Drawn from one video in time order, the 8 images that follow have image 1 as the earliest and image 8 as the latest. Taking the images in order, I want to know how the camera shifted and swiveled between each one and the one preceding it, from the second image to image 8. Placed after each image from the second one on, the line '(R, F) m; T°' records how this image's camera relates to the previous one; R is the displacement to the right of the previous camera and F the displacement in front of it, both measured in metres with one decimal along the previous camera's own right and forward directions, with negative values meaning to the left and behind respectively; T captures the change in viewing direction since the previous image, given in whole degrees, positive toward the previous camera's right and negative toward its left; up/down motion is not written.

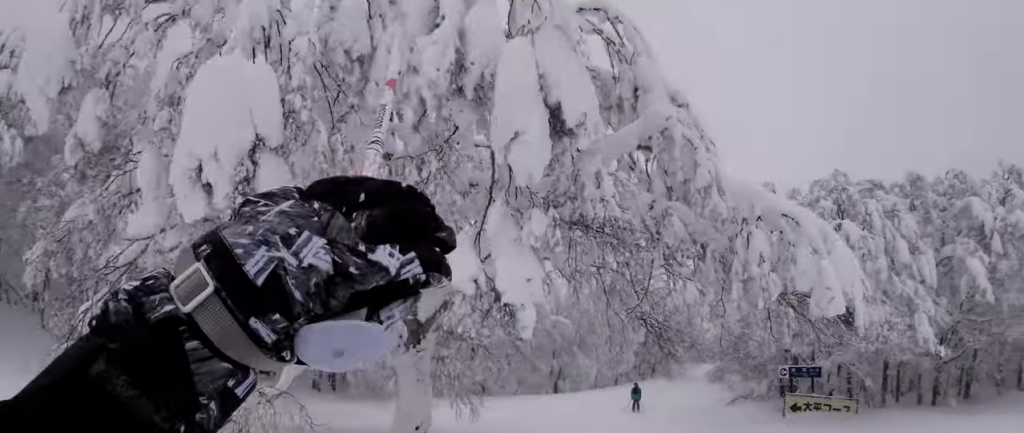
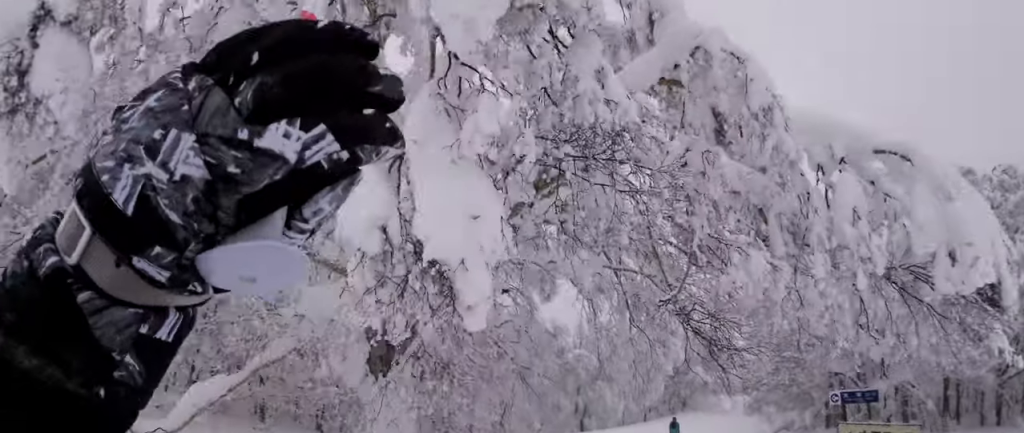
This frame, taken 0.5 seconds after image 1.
(-0.2, +2.5) m; -4°
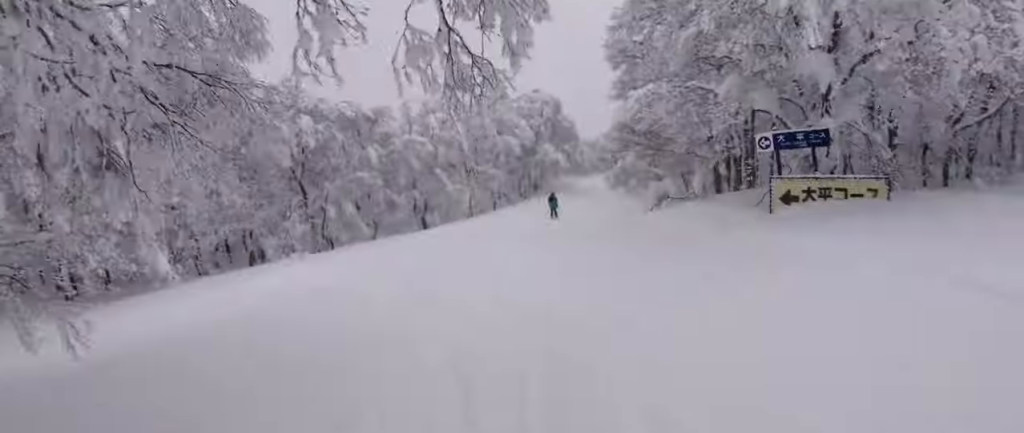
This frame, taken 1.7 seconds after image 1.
(-1.1, +6.8) m; 0°
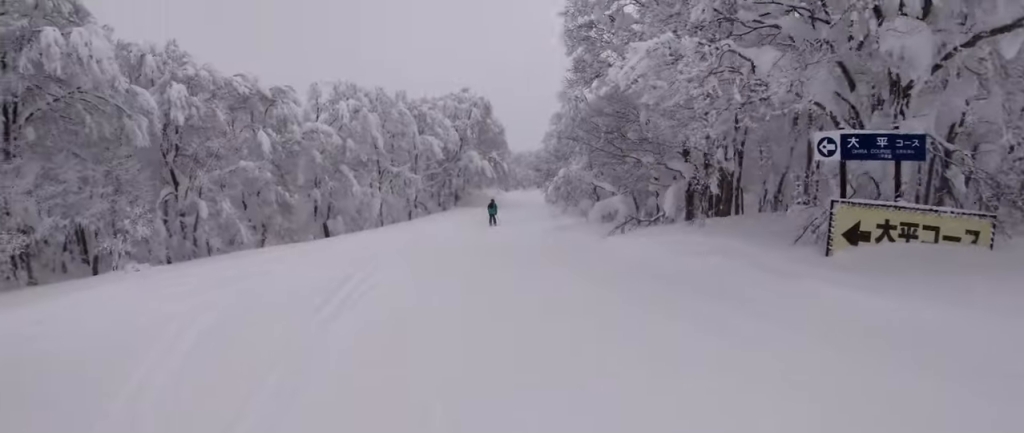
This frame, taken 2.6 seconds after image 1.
(+0.6, +5.1) m; +8°
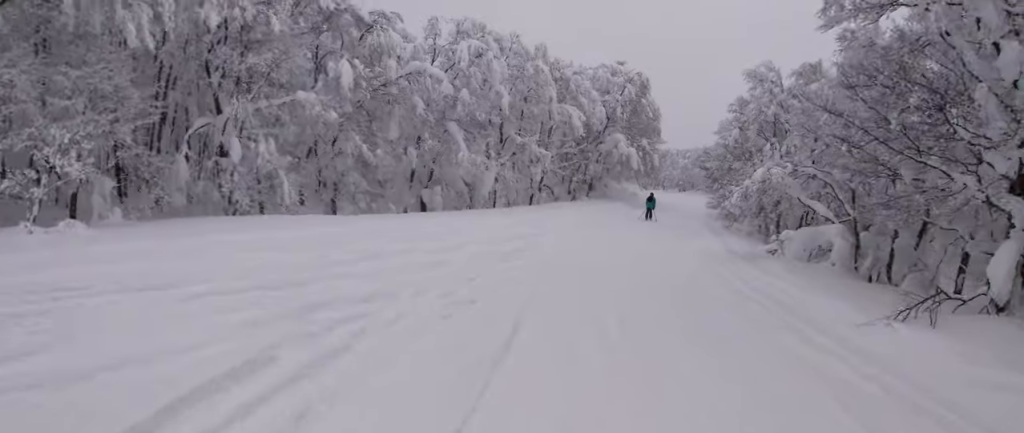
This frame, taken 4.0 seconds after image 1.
(-0.4, +8.3) m; -2°
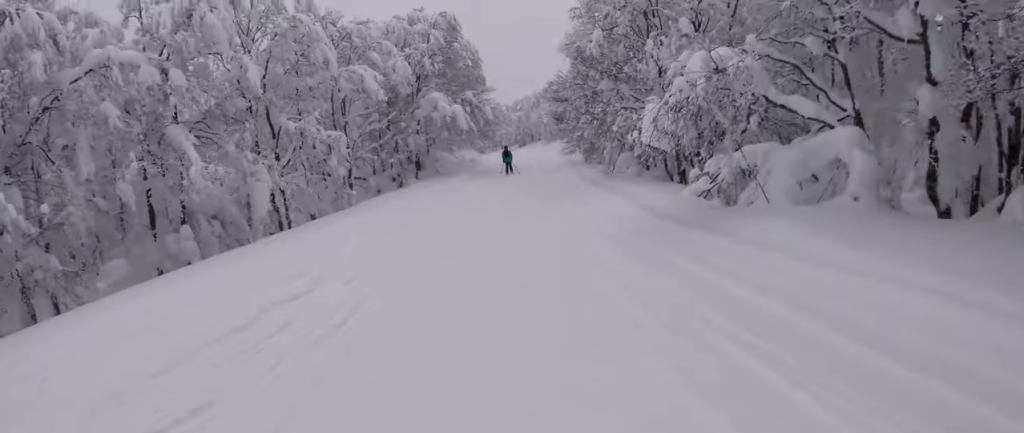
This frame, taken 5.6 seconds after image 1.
(+1.7, +8.4) m; +6°
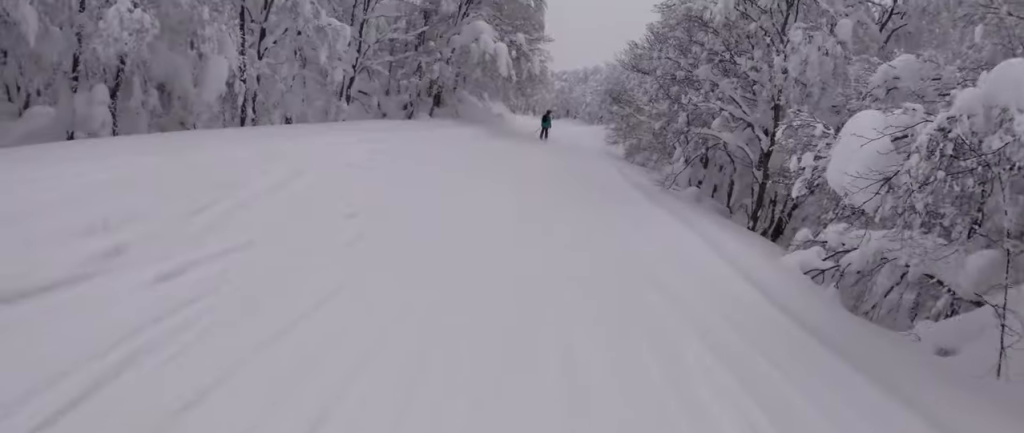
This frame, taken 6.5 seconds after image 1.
(-0.4, +4.6) m; -7°
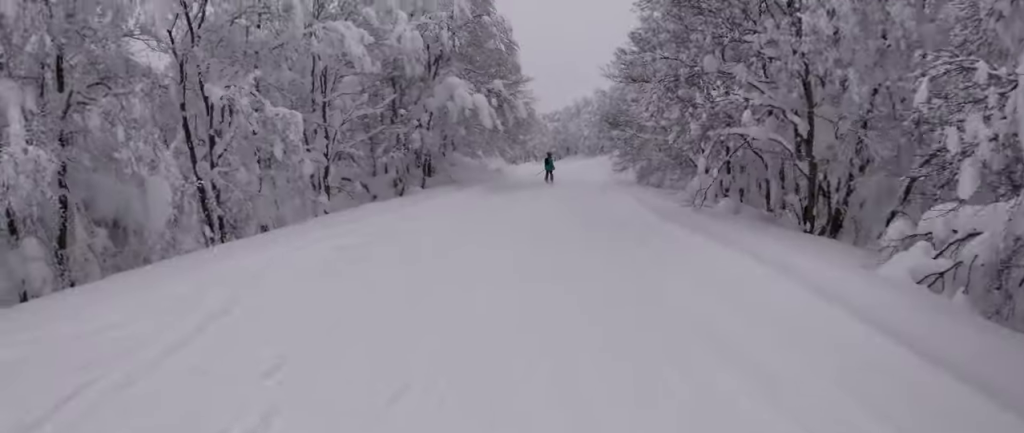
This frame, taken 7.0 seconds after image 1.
(-0.7, +2.4) m; 0°
